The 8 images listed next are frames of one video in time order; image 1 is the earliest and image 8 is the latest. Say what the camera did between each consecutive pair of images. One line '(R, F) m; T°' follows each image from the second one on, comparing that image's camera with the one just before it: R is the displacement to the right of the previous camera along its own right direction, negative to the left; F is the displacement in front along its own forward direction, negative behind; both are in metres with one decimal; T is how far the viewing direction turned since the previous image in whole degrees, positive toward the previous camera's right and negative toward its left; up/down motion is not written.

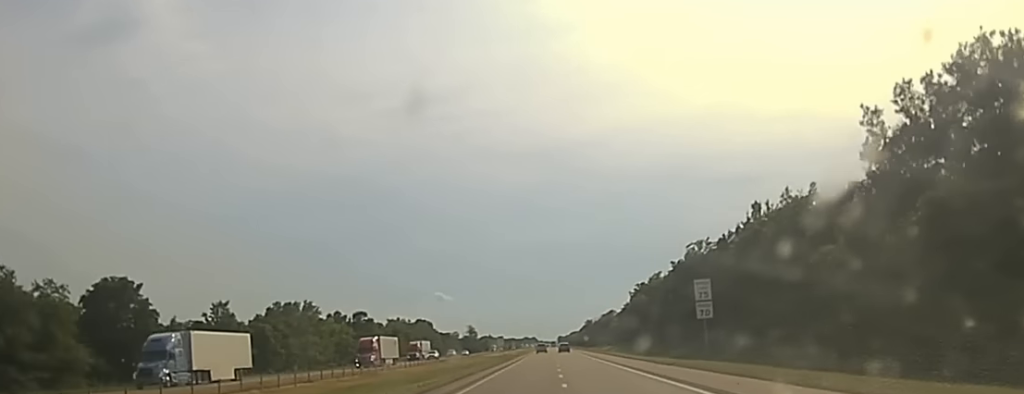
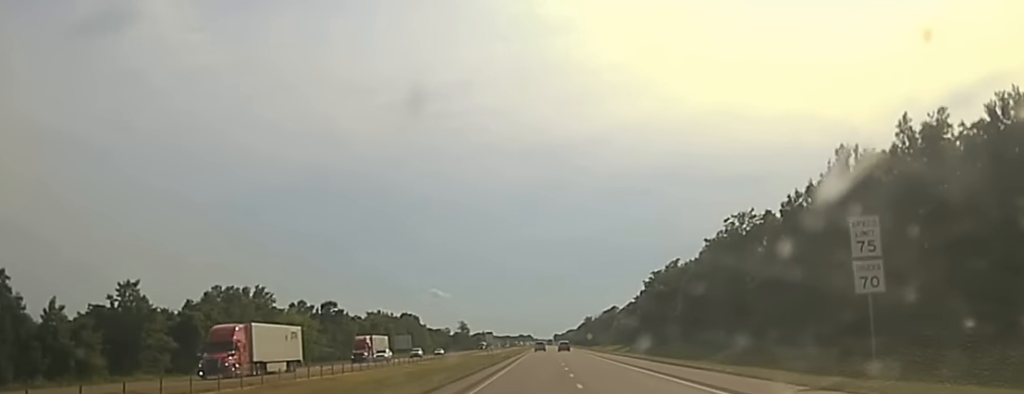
(0.0, +38.2) m; 0°
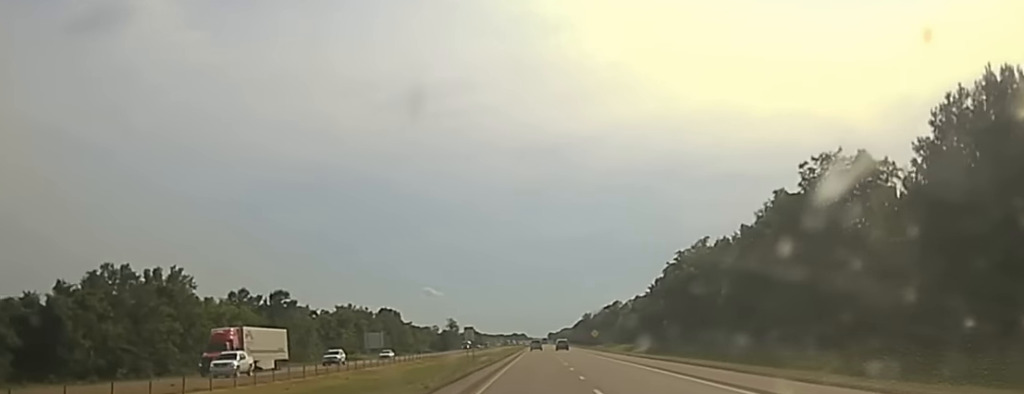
(+0.4, +39.3) m; +1°
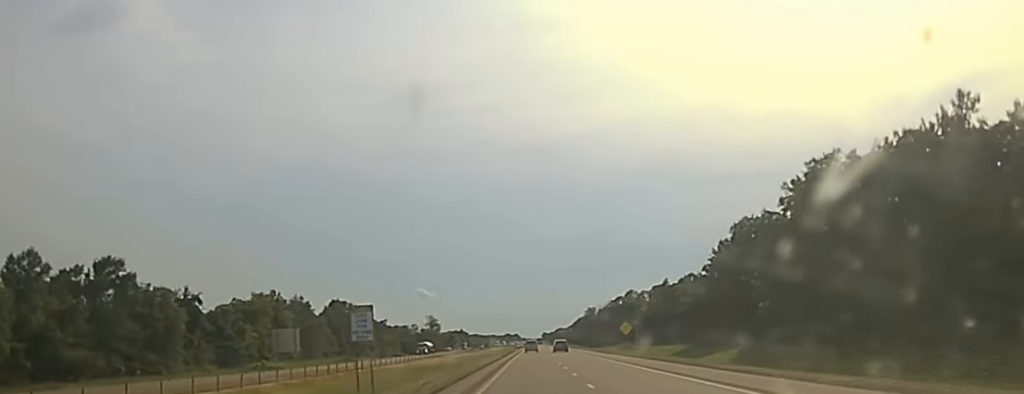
(+0.2, +76.0) m; 0°
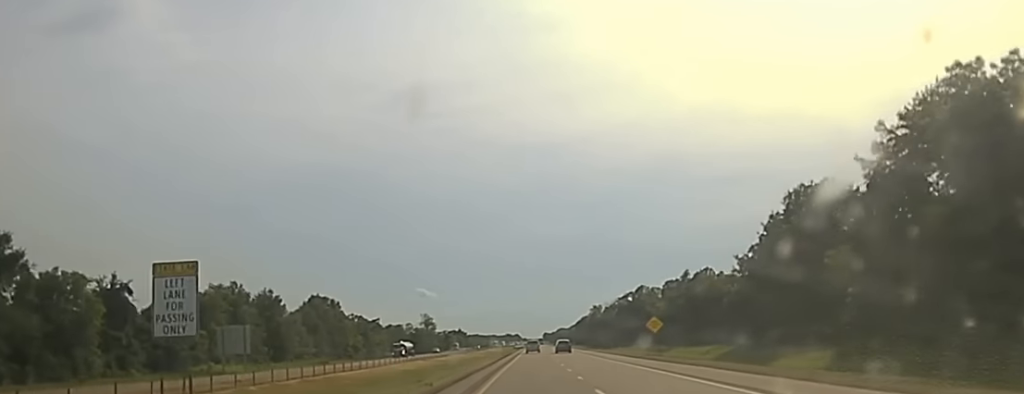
(0.0, +27.6) m; 0°
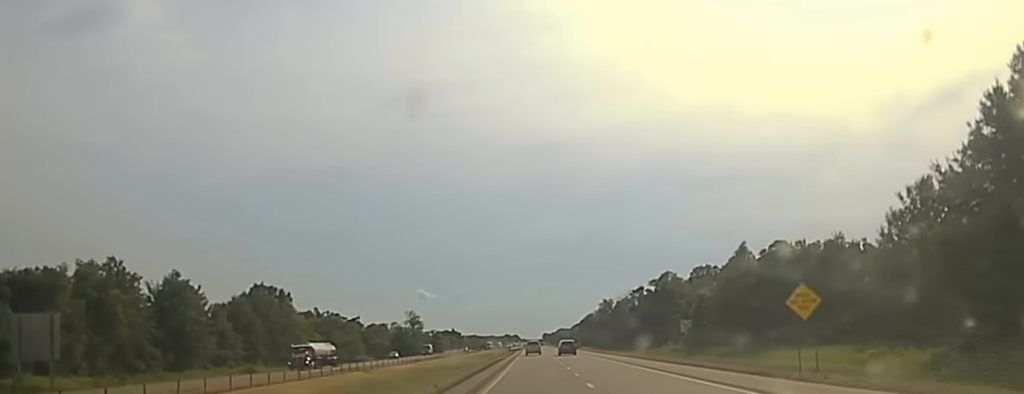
(0.0, +53.2) m; 0°
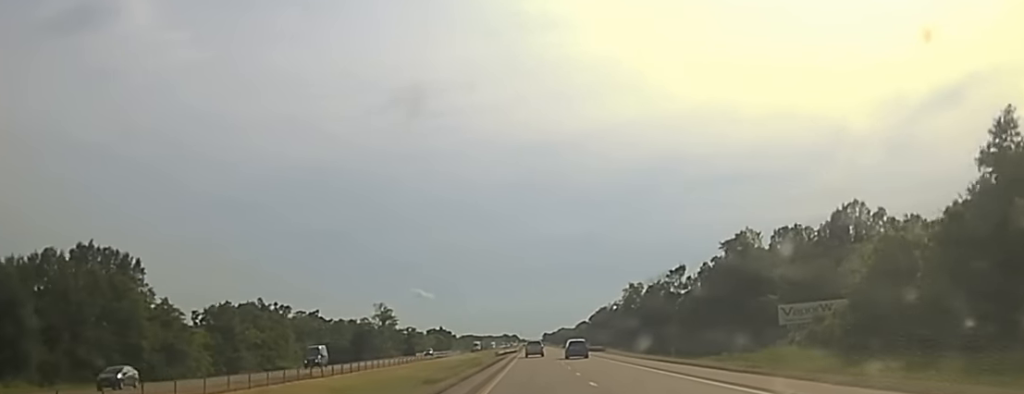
(+0.2, +78.4) m; 0°
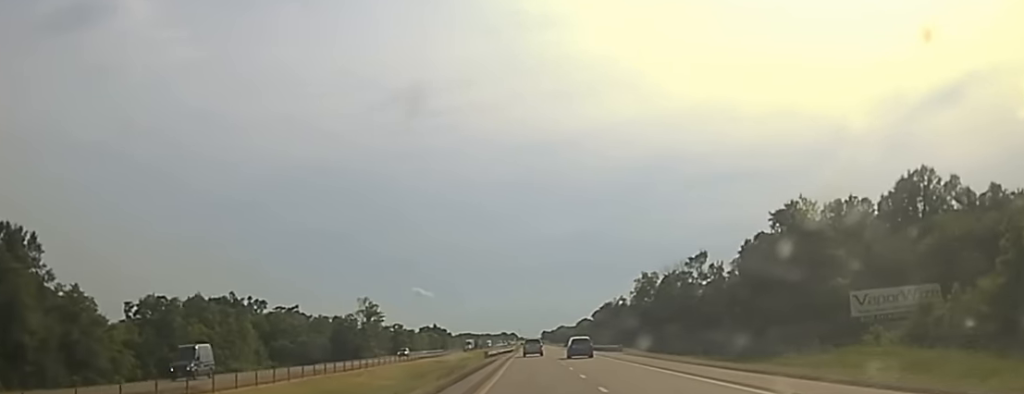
(0.0, +29.0) m; 0°
